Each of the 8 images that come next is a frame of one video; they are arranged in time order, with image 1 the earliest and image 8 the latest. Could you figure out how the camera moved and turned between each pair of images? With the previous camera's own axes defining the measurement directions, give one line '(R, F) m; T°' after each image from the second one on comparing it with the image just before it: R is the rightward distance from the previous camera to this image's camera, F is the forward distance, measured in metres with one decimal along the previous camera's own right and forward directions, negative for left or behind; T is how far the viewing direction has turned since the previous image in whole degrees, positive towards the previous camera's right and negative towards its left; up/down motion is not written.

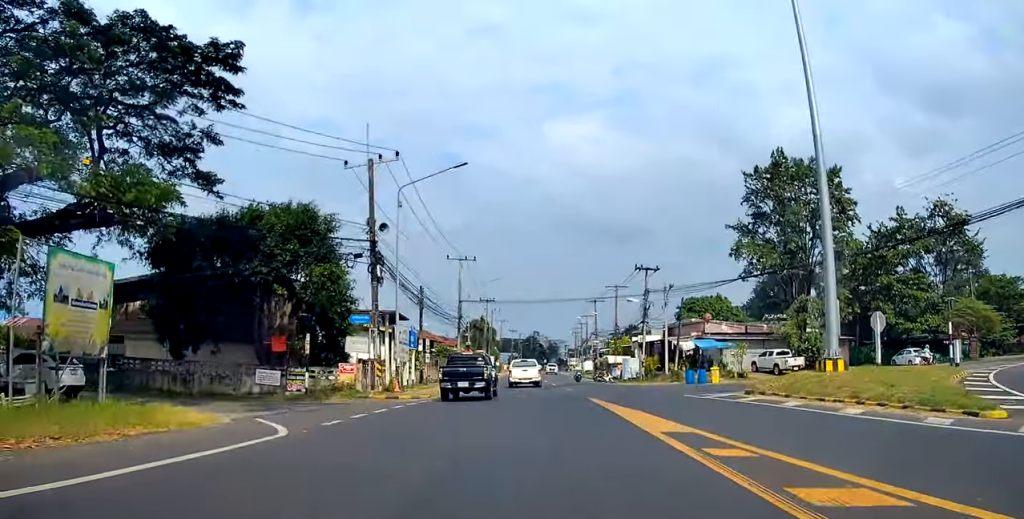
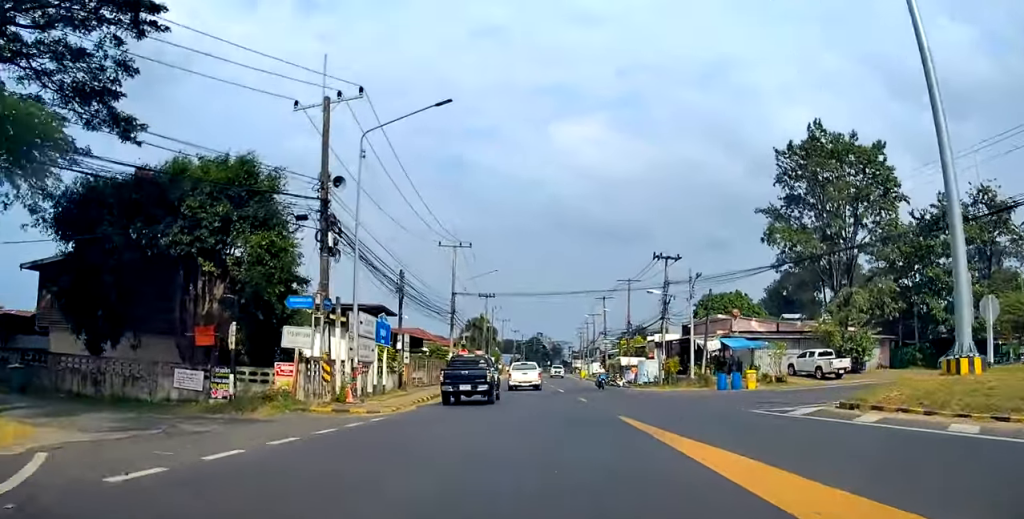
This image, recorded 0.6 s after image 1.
(0.0, +8.0) m; 0°
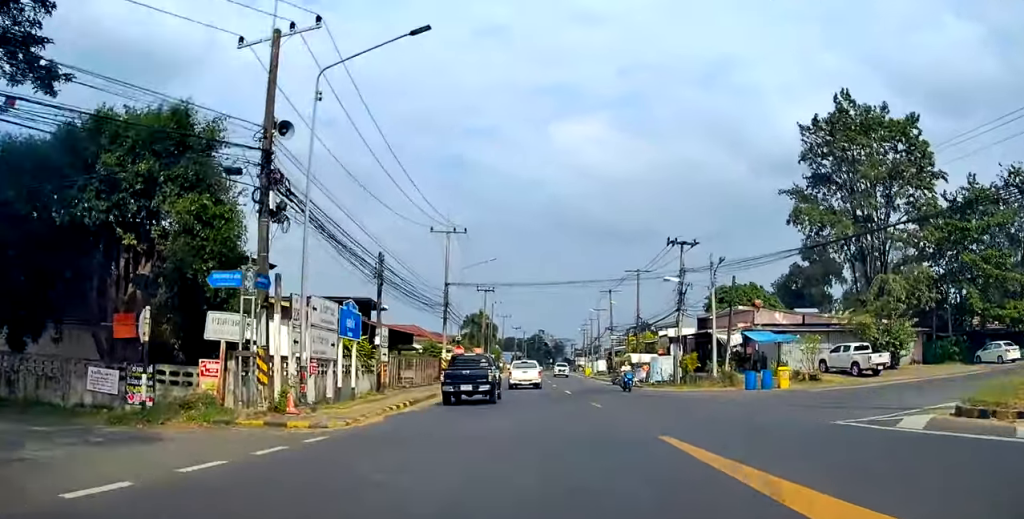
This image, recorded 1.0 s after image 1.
(0.0, +5.5) m; 0°
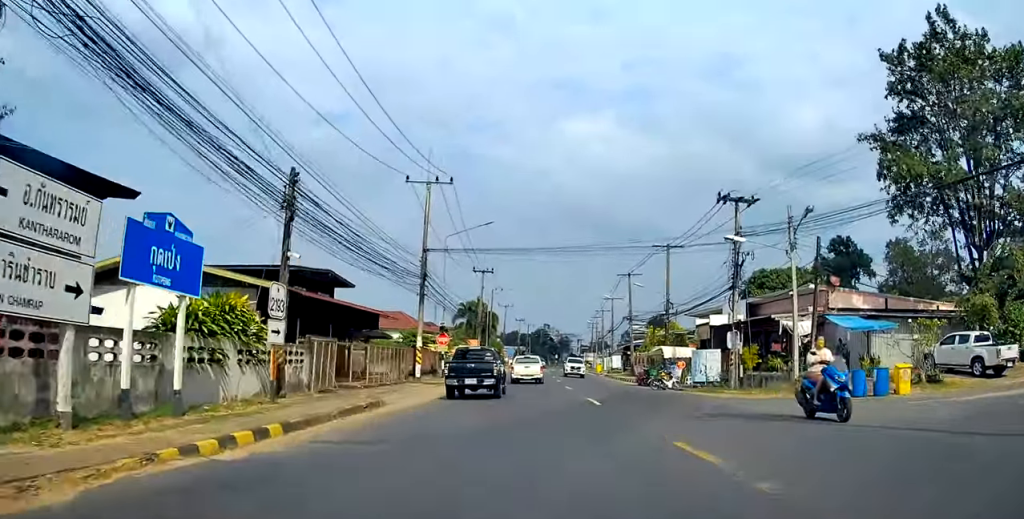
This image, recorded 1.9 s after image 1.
(0.0, +12.7) m; +1°
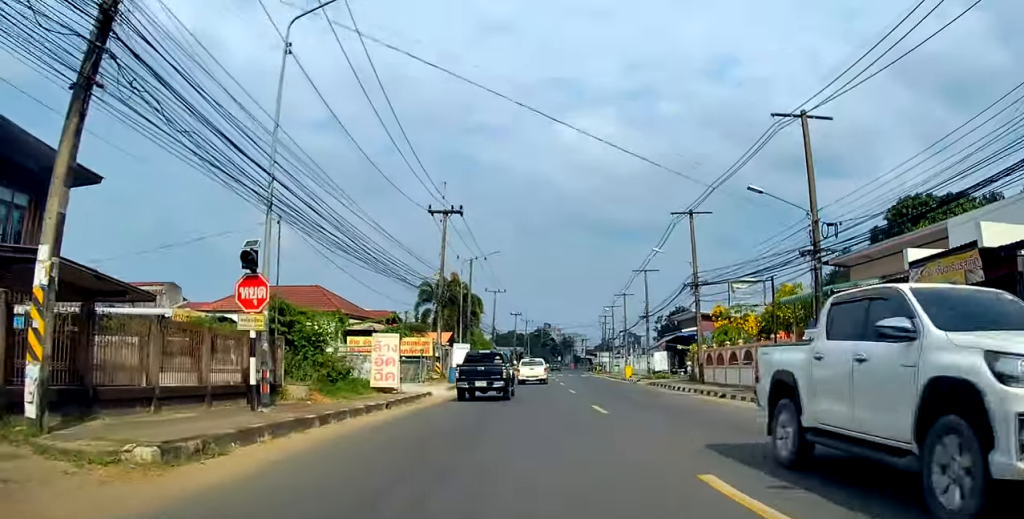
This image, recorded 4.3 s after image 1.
(+0.5, +28.9) m; +1°
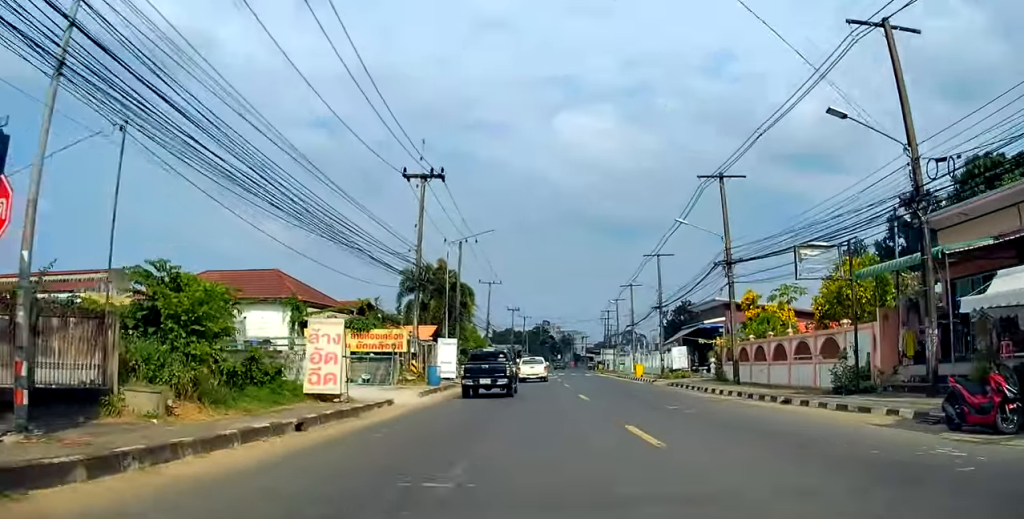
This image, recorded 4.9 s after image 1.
(0.0, +7.4) m; 0°
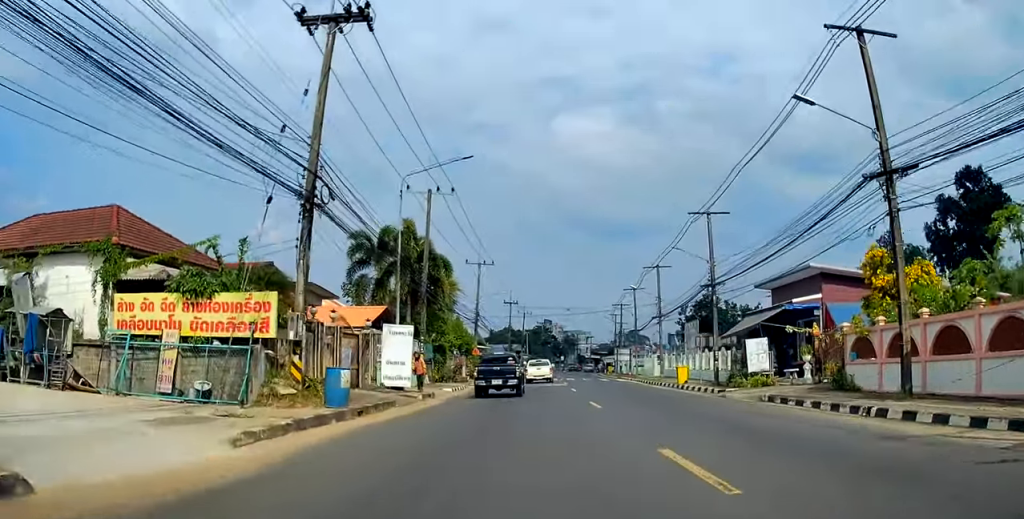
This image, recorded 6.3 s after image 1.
(-0.1, +15.9) m; 0°
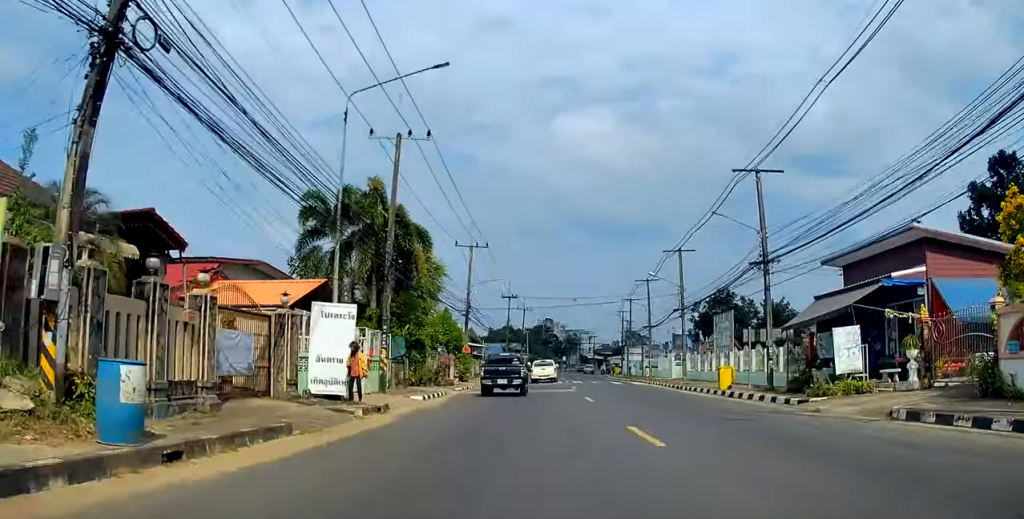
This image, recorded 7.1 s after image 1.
(0.0, +9.0) m; +1°
